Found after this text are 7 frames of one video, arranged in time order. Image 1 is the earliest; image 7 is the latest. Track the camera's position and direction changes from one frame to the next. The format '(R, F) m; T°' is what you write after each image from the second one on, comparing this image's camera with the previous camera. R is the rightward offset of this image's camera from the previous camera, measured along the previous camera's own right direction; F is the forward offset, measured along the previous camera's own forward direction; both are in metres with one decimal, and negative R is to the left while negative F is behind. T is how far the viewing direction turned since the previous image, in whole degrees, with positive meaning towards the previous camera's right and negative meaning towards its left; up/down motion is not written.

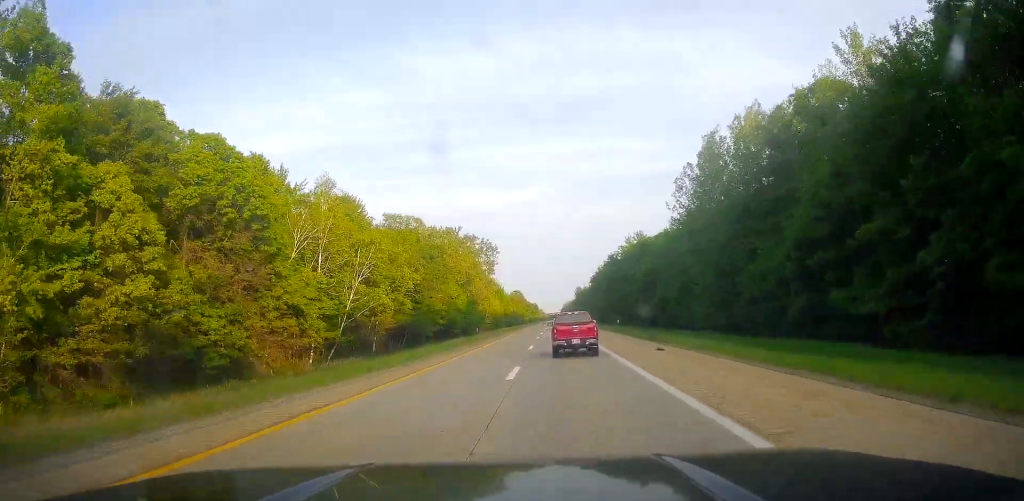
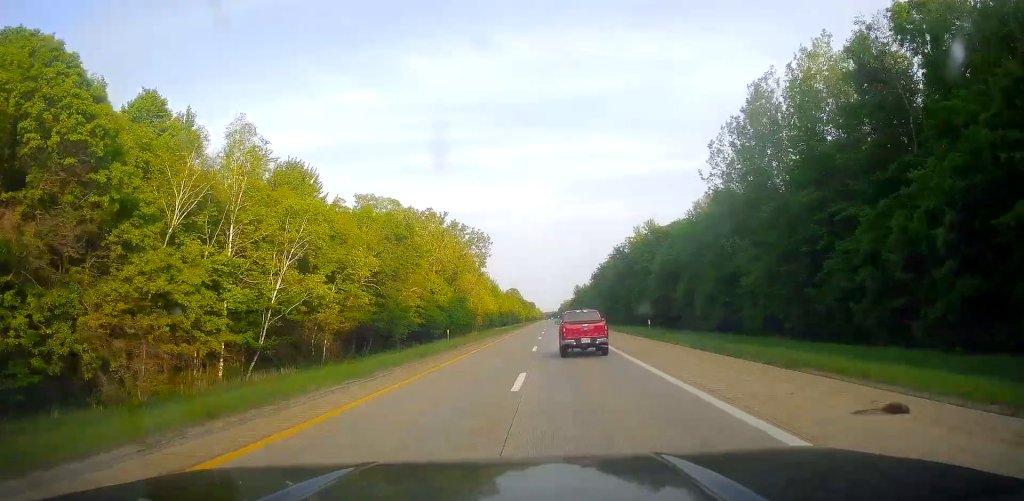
(+0.2, +18.0) m; 0°
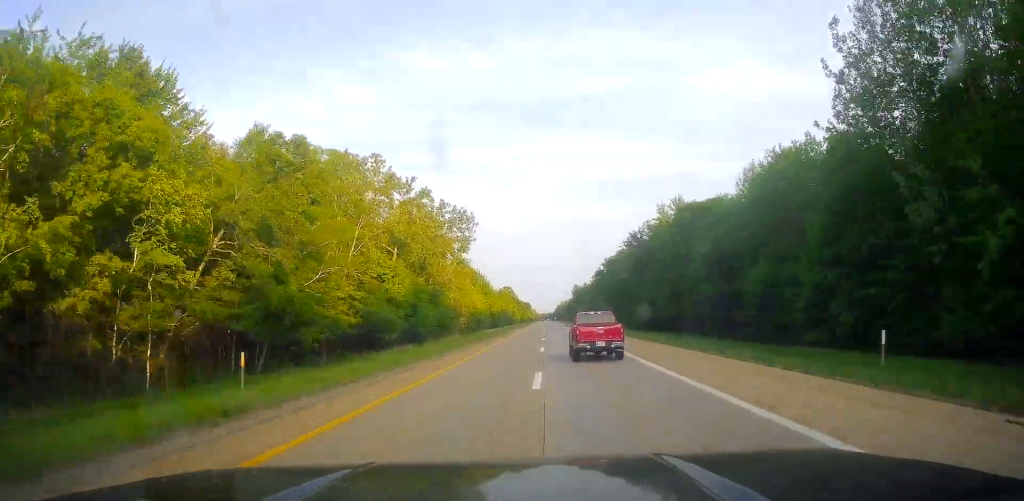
(-0.4, +29.9) m; 0°
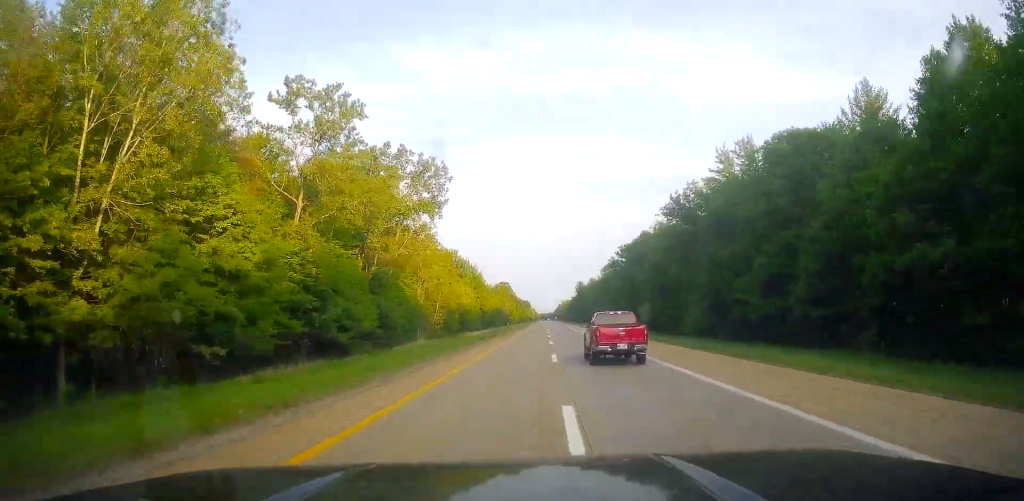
(+0.6, +37.2) m; +1°
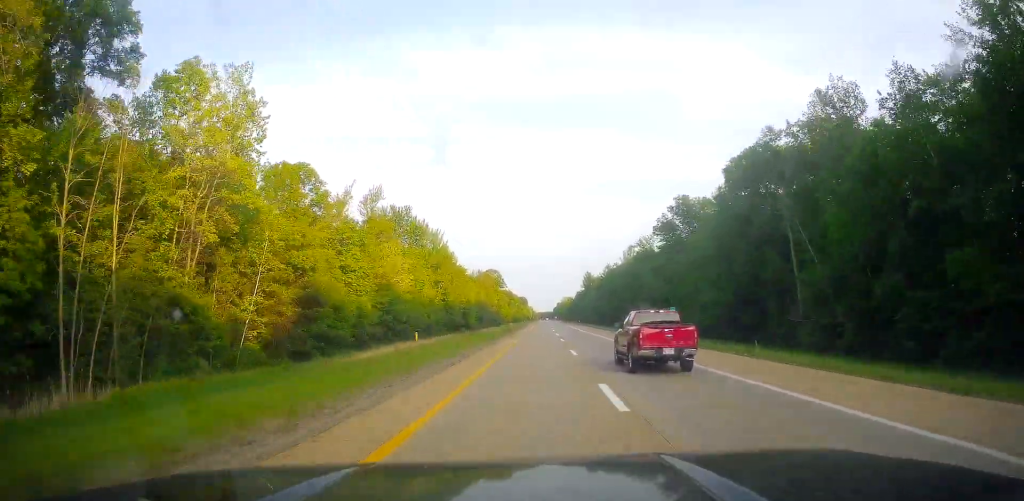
(-1.0, +73.1) m; 0°
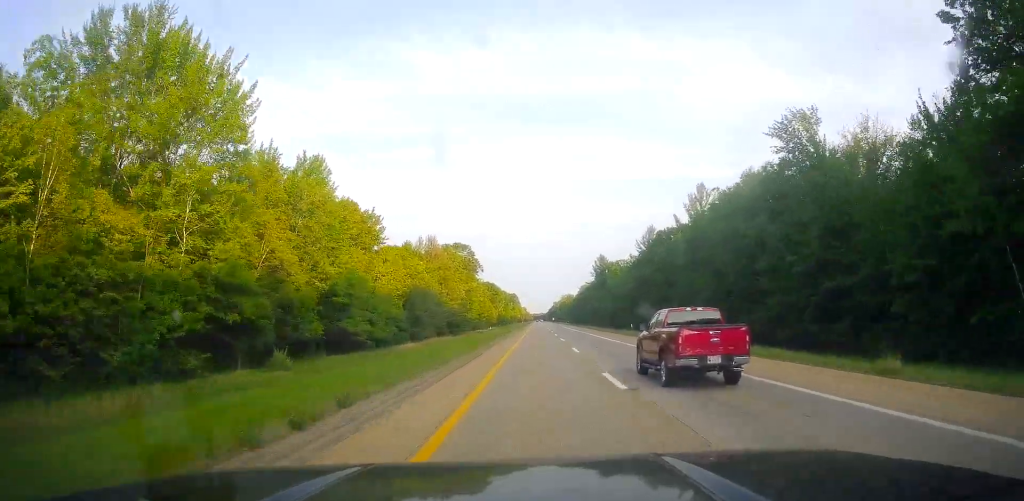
(+1.3, +88.6) m; 0°
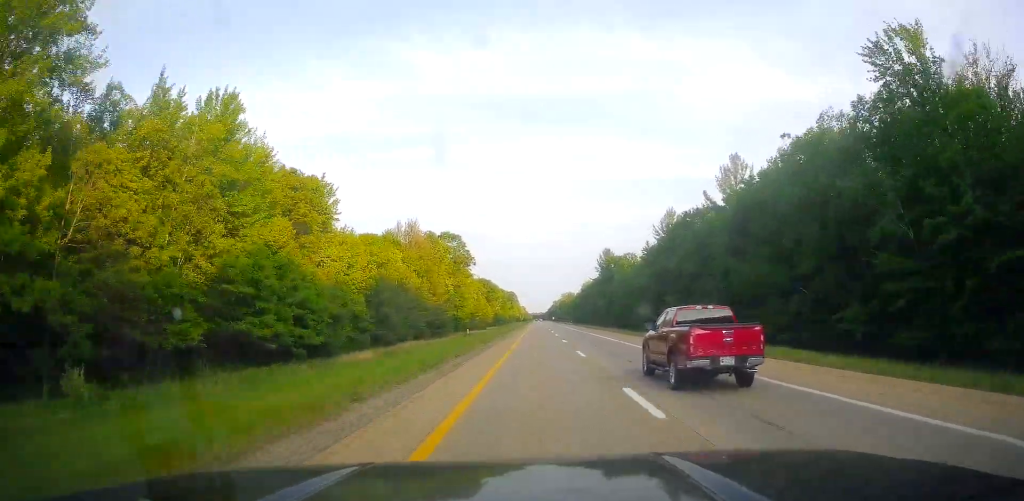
(+0.6, +19.0) m; 0°
